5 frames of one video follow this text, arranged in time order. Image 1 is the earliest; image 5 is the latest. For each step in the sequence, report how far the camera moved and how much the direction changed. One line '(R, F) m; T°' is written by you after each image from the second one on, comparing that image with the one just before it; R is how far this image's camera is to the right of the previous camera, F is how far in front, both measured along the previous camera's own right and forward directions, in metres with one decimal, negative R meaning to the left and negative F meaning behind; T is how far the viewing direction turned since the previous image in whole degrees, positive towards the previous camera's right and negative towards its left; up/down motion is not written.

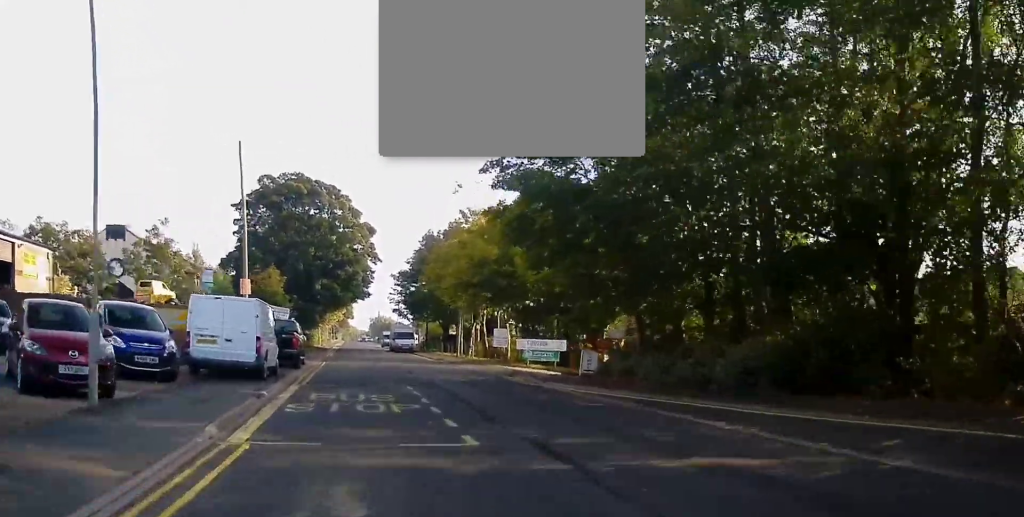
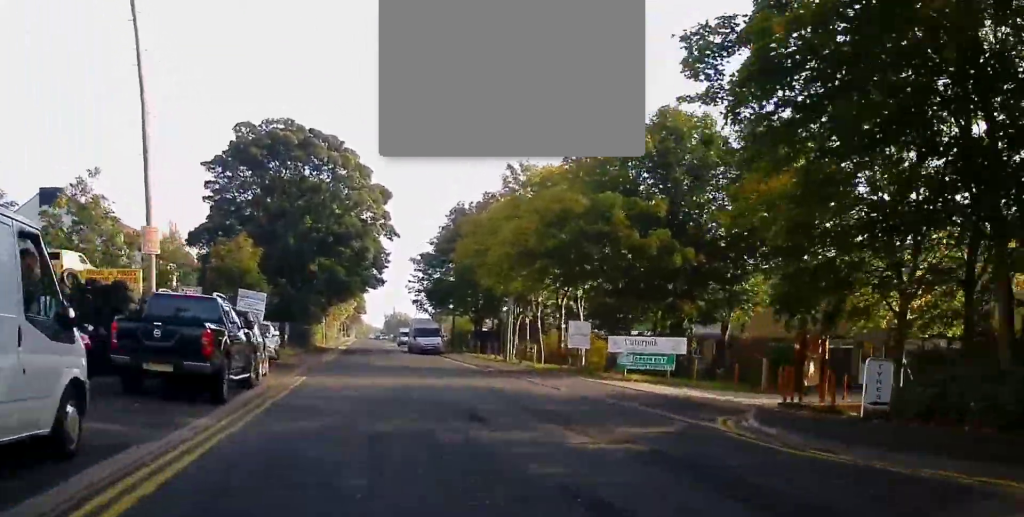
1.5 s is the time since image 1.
(0.0, +16.2) m; +1°
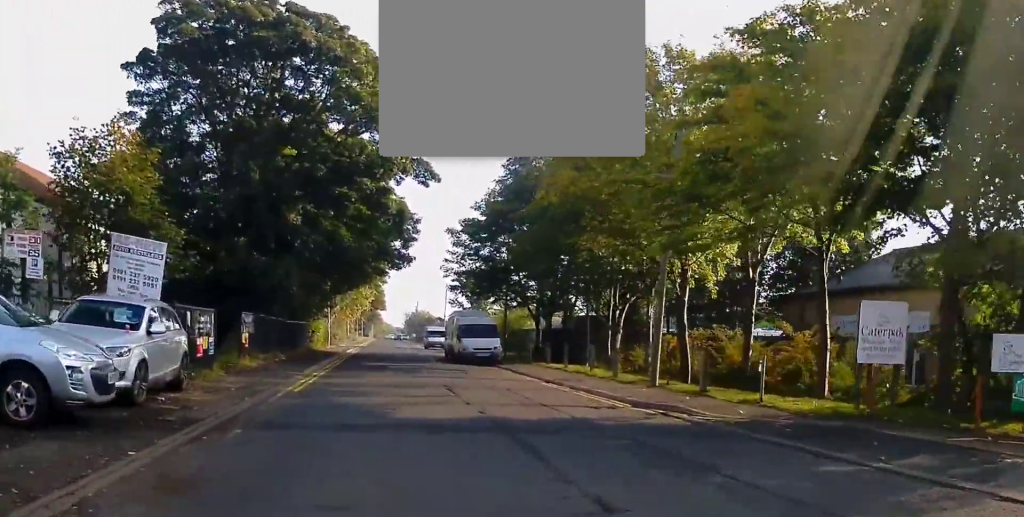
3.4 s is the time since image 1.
(-0.3, +19.7) m; -2°
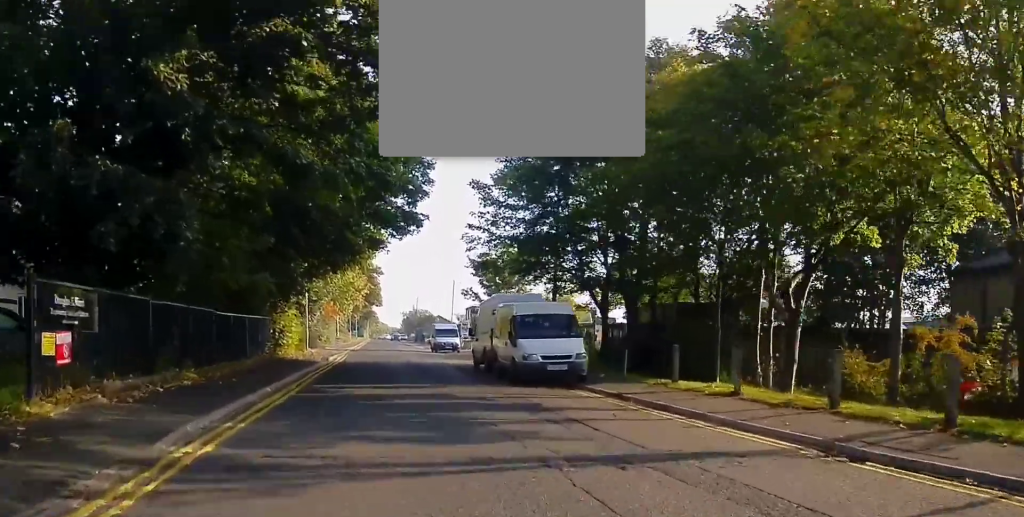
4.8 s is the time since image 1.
(+0.1, +15.9) m; +2°
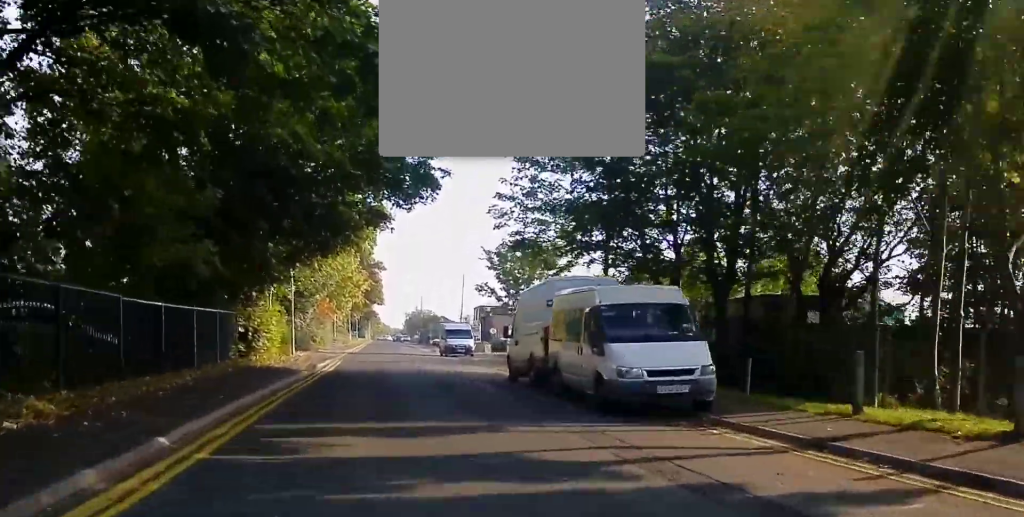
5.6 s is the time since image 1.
(0.0, +8.4) m; 0°
